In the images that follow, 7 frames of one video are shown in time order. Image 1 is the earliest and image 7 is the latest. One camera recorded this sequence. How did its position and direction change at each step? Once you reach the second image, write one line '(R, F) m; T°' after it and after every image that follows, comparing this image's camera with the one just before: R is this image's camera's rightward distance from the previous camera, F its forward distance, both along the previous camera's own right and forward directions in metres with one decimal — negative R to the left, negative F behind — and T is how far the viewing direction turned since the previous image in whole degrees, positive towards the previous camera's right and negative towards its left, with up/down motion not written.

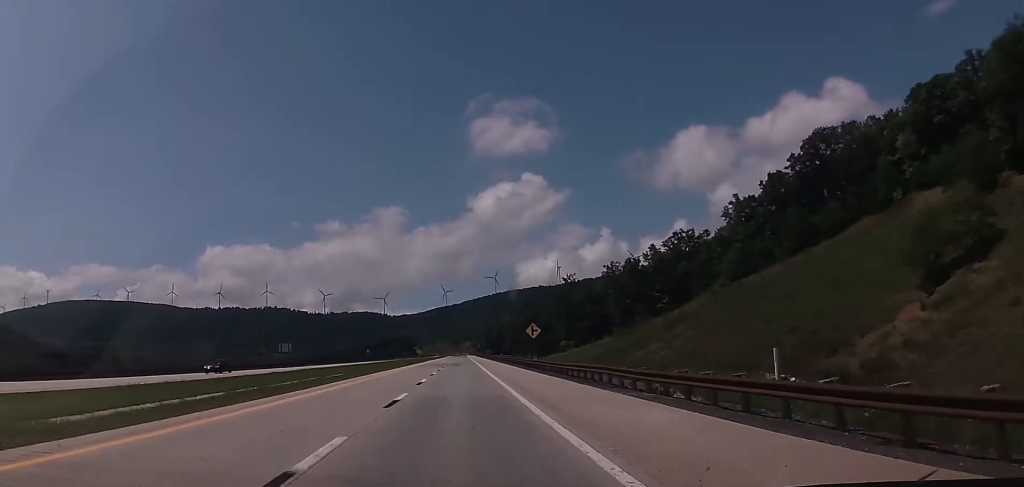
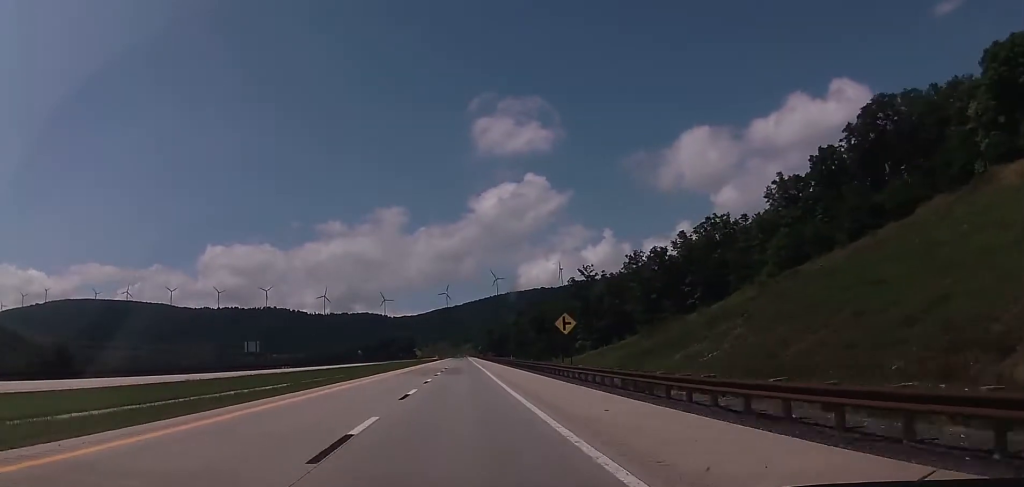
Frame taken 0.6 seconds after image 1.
(+0.1, +20.8) m; 0°
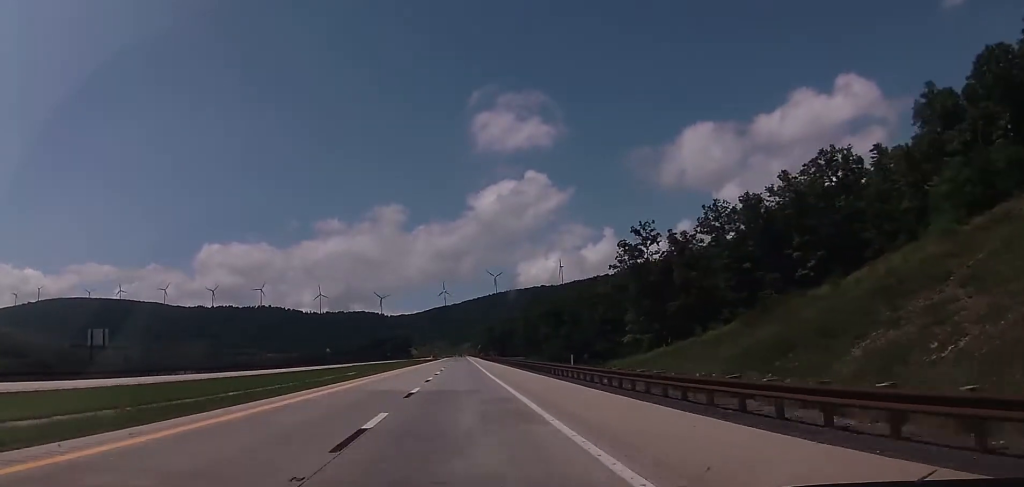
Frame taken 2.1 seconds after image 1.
(0.0, +47.2) m; -1°
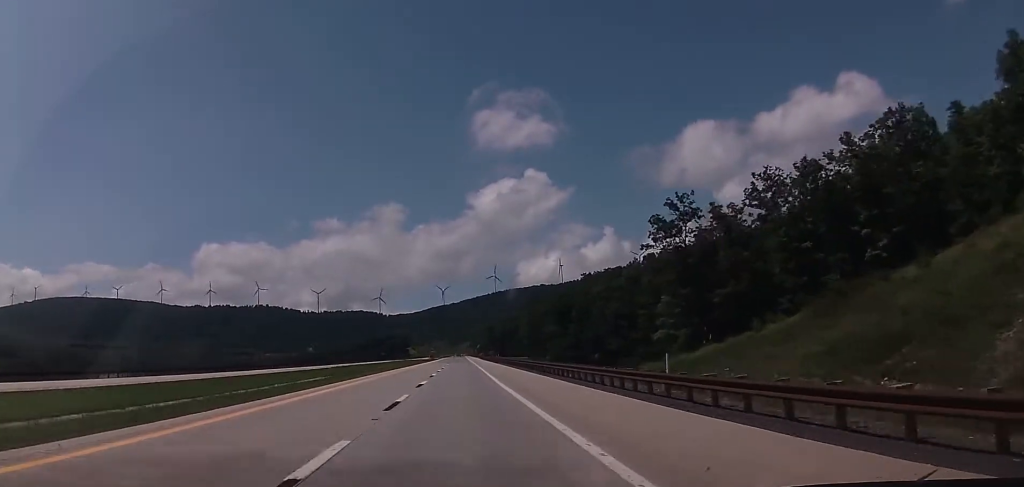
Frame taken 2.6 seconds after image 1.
(-0.2, +17.5) m; 0°
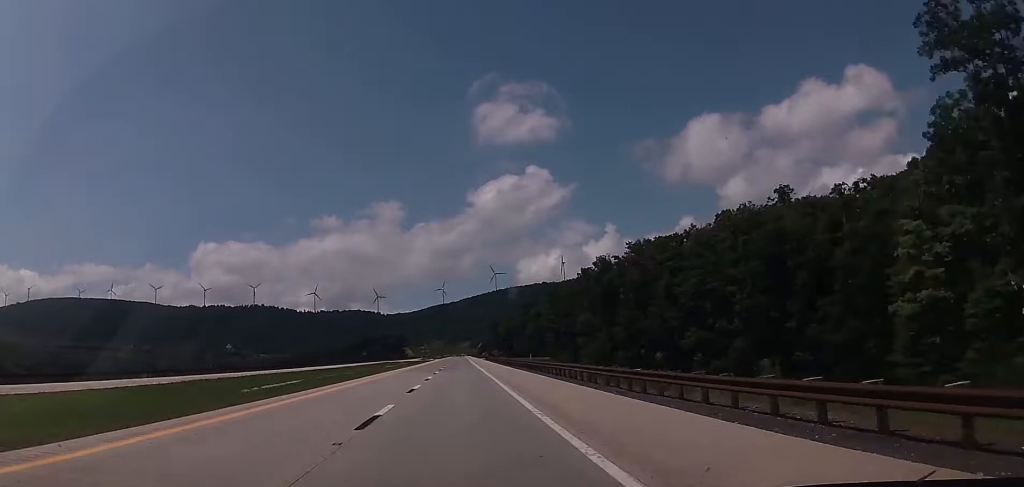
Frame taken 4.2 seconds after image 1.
(+0.2, +52.6) m; +1°
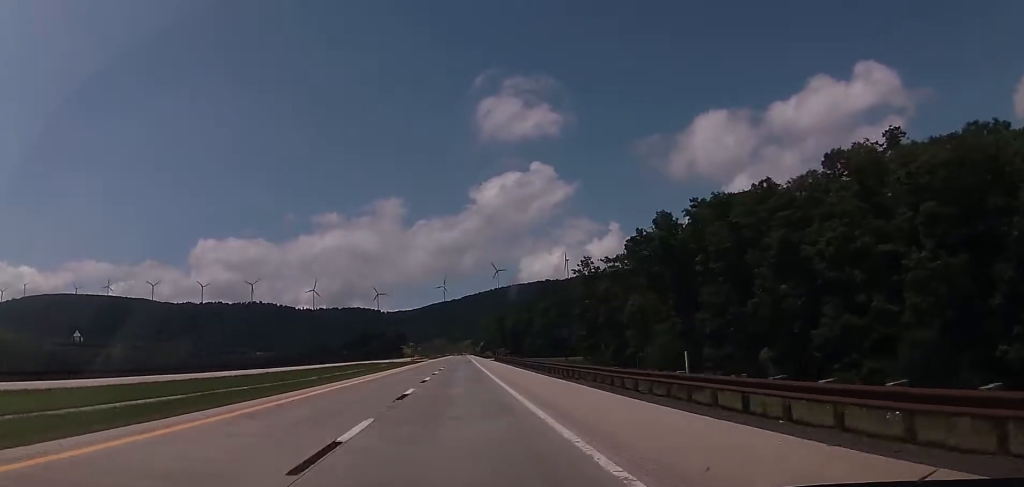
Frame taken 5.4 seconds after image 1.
(+0.1, +40.6) m; 0°
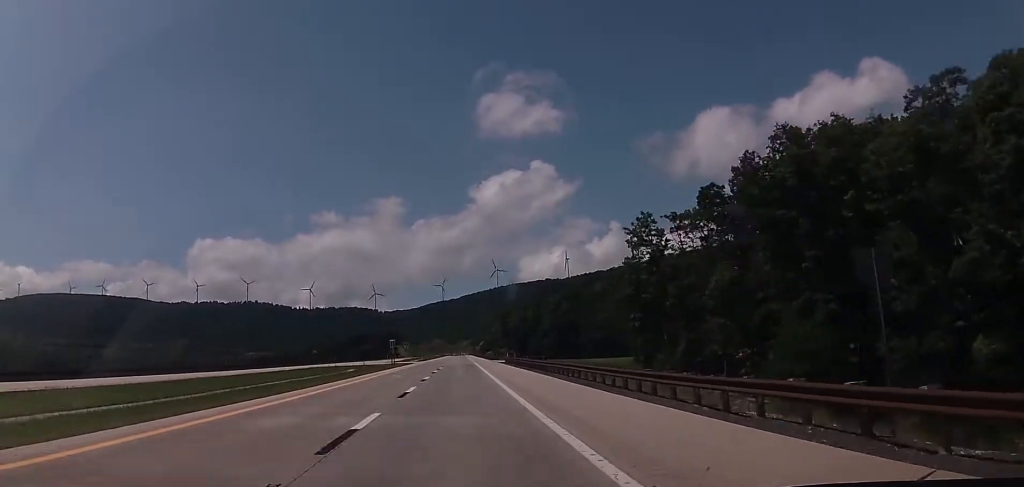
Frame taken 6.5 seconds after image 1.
(0.0, +35.1) m; -1°
